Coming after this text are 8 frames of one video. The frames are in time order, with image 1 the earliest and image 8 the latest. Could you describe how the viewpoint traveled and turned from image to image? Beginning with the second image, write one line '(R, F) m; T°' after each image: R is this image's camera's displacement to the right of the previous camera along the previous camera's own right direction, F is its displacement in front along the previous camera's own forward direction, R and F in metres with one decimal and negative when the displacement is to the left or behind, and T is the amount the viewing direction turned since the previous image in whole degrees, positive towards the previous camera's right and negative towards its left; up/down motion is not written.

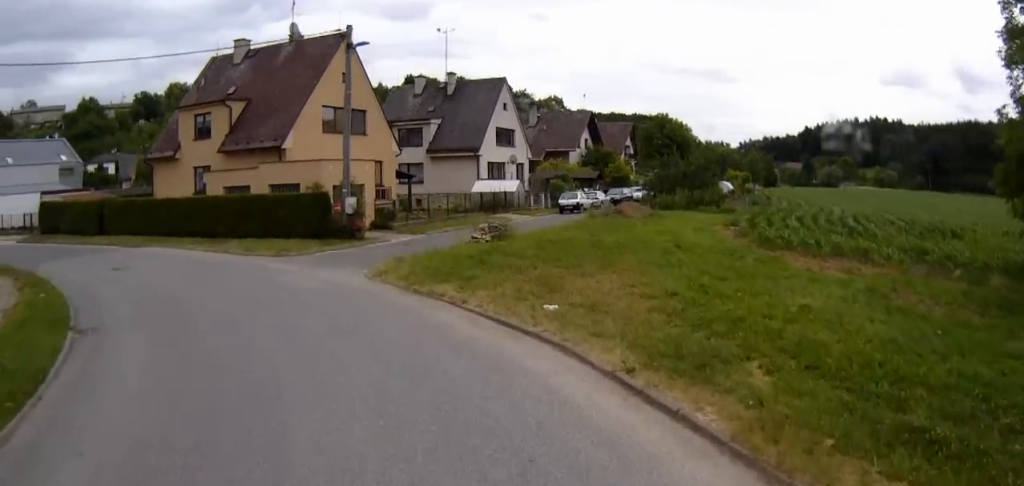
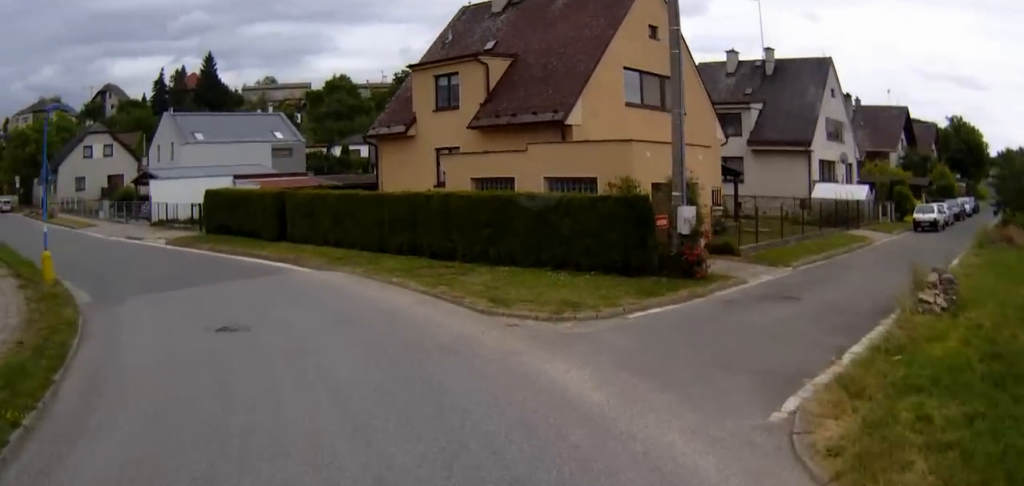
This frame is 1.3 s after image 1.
(-1.9, +11.8) m; -19°
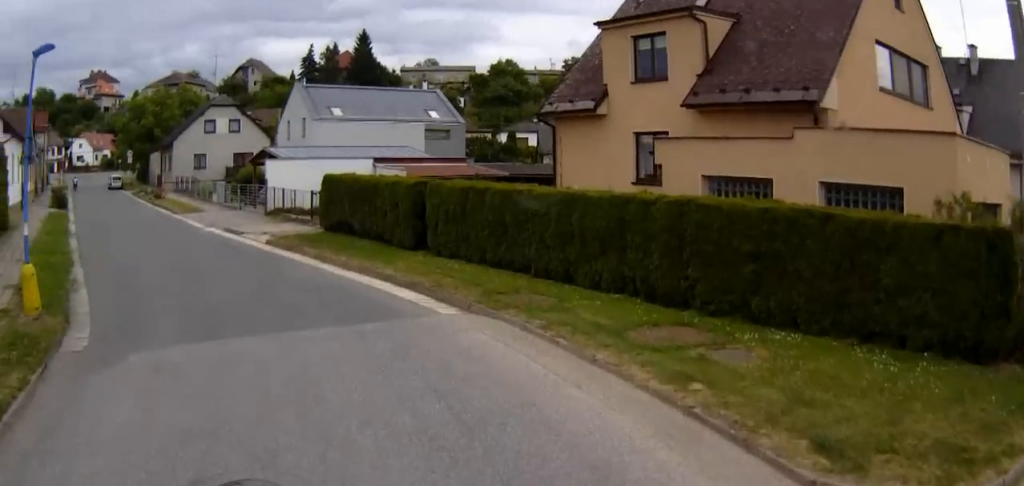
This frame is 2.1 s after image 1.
(-0.7, +6.9) m; -13°
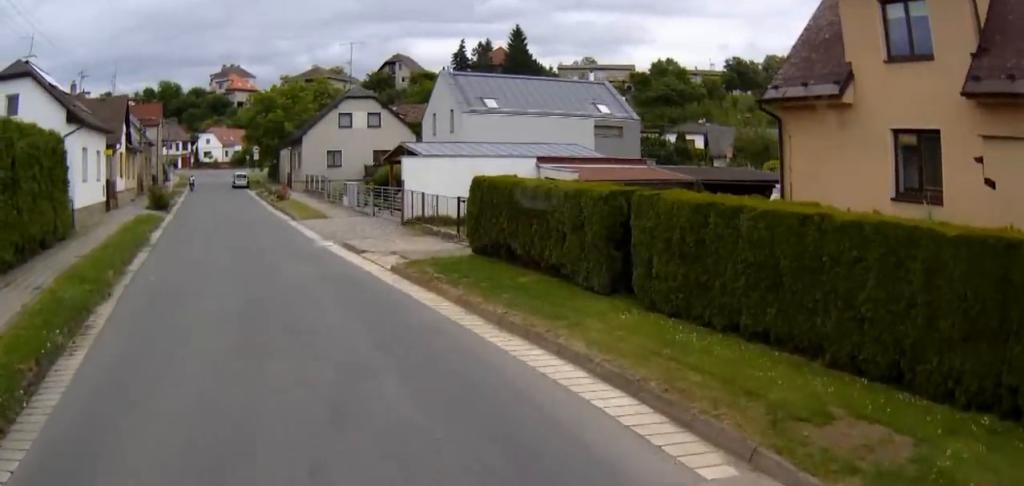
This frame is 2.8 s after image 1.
(-0.9, +6.0) m; -12°
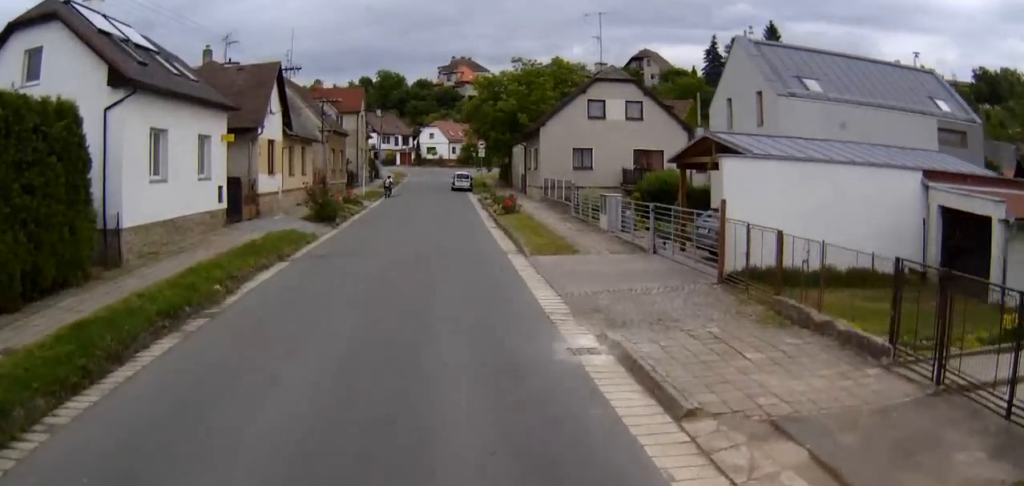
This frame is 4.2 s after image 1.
(-2.1, +12.1) m; -16°
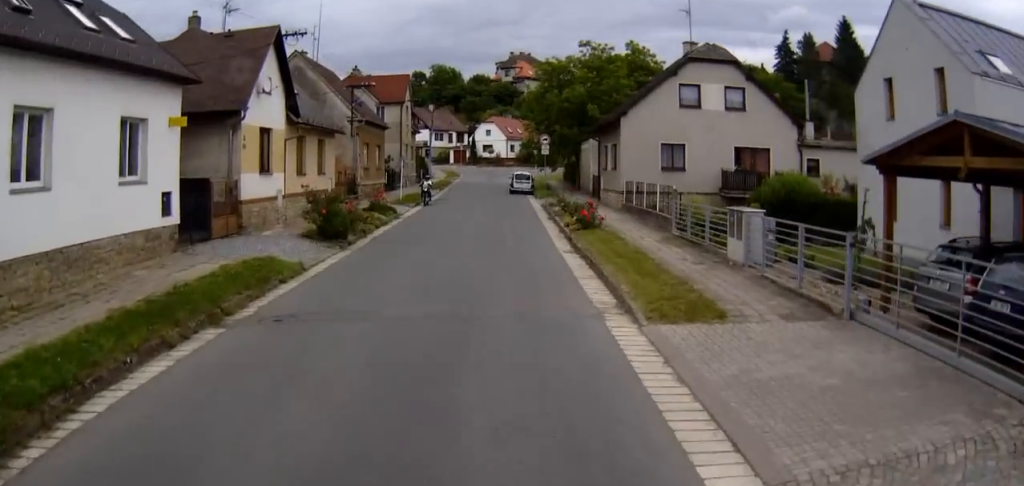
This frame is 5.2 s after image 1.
(-0.2, +8.5) m; -1°
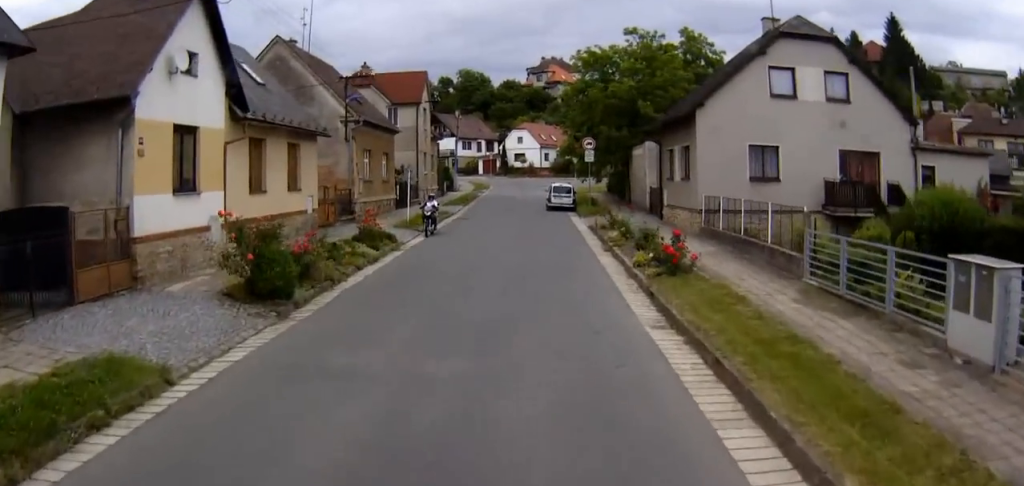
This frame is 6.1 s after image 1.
(+0.1, +8.4) m; 0°
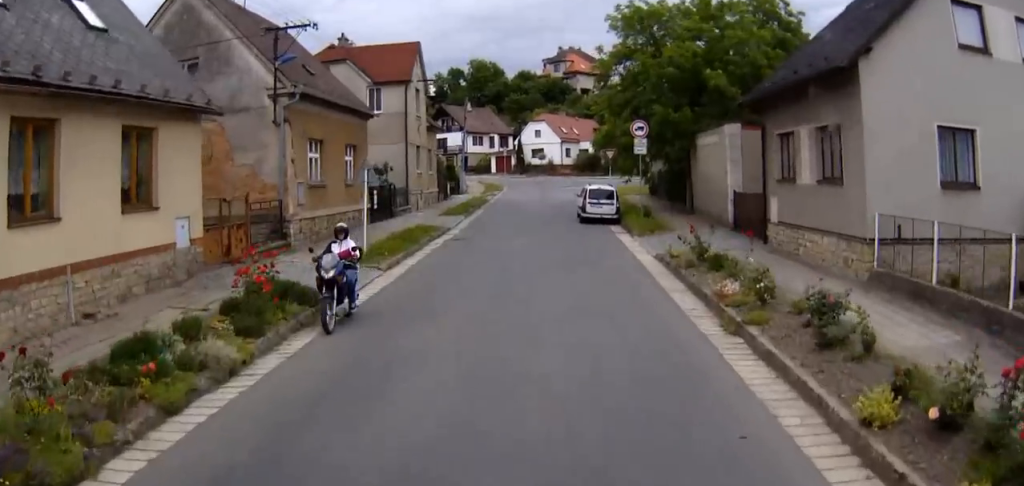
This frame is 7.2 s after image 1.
(-0.2, +11.4) m; -1°
